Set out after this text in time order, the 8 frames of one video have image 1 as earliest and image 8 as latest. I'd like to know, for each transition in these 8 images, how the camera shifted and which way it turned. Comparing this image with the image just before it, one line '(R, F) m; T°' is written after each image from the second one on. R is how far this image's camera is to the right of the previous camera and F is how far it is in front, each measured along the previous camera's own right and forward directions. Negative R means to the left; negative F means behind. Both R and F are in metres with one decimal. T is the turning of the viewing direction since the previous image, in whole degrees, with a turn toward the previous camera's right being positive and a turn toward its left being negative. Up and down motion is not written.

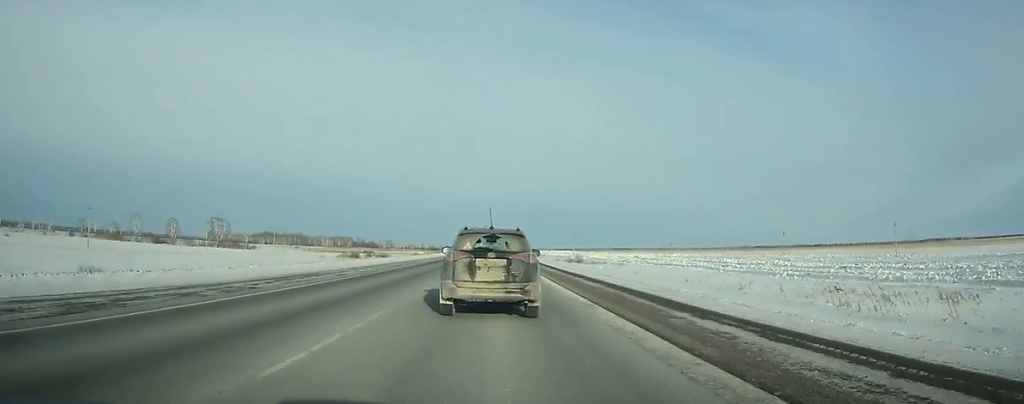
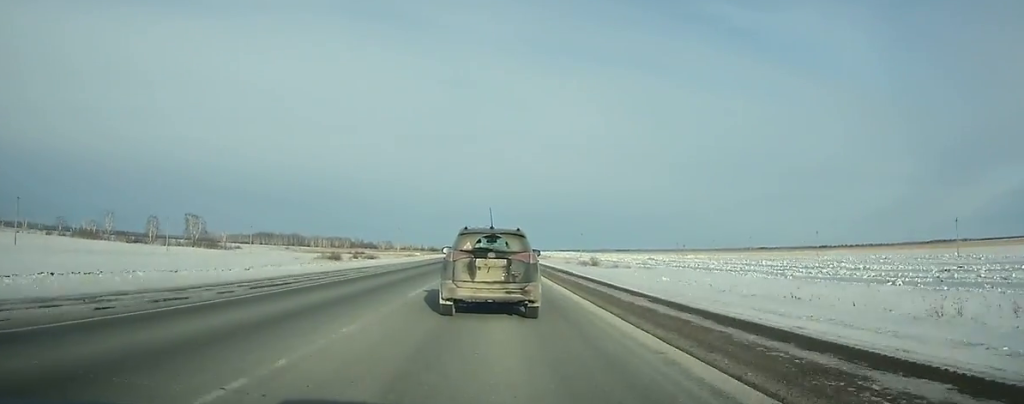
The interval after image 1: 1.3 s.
(0.0, +25.3) m; 0°
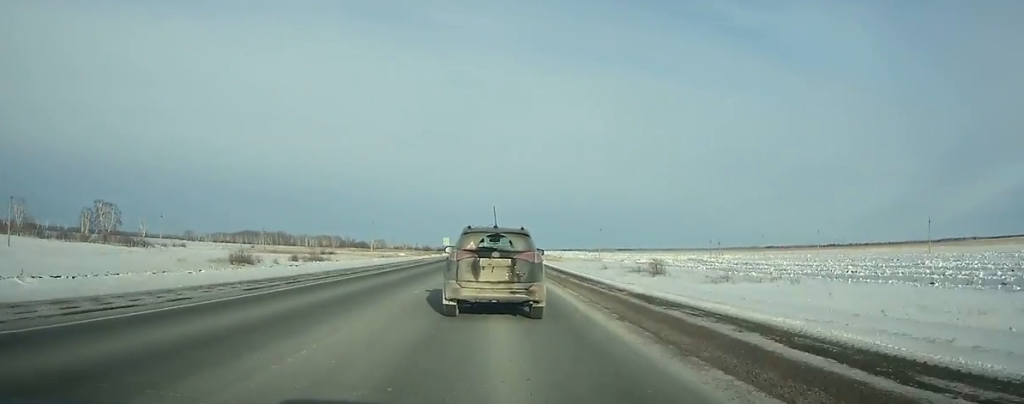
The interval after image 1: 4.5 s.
(0.0, +62.2) m; 0°
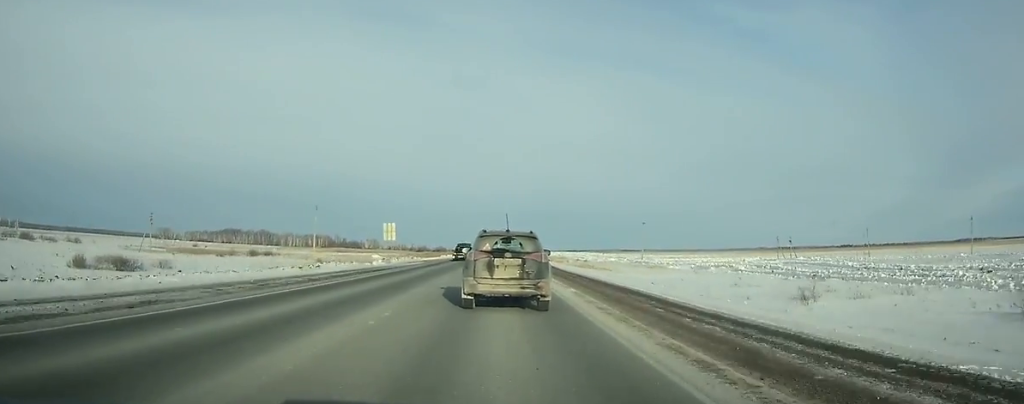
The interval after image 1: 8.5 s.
(+0.2, +79.2) m; 0°
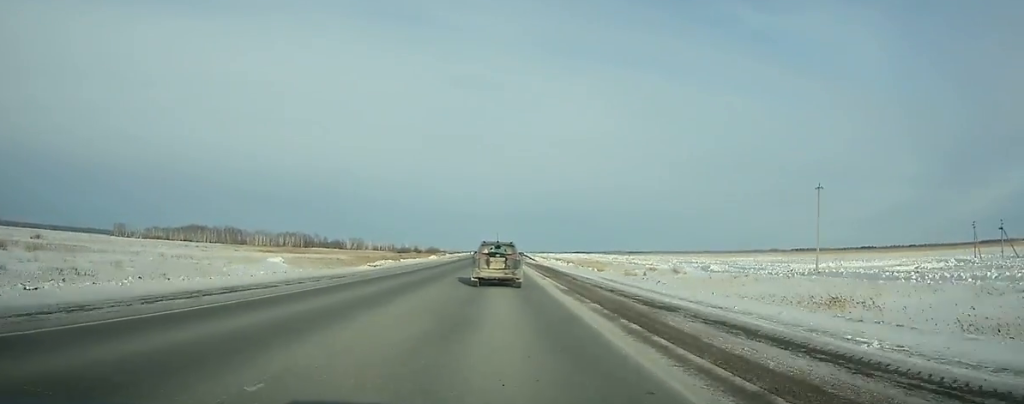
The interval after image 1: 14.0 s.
(+0.5, +116.2) m; 0°
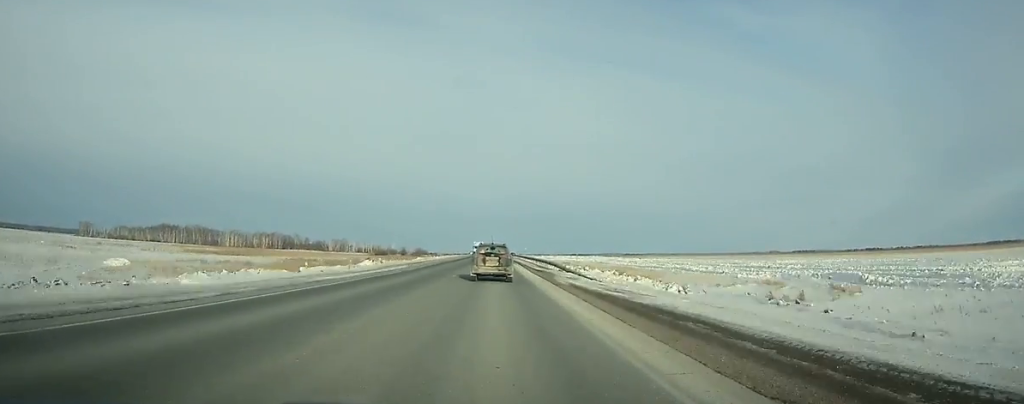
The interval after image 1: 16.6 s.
(-0.1, +59.2) m; 0°
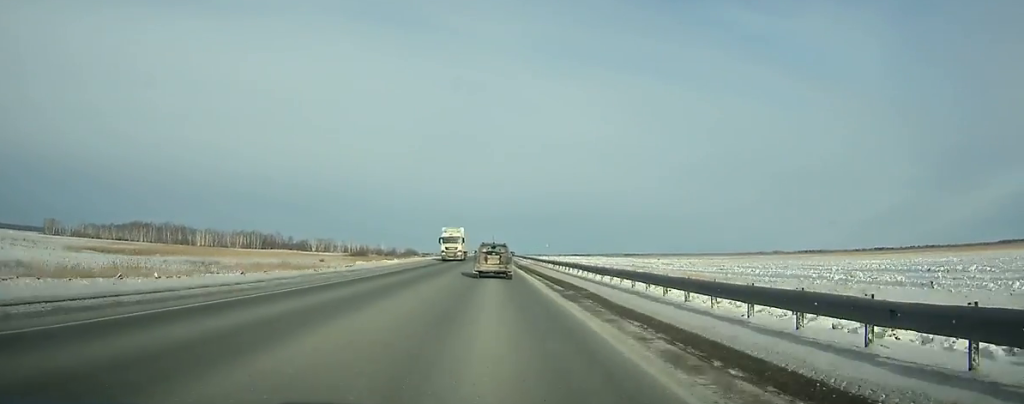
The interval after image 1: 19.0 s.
(+0.1, +57.0) m; 0°
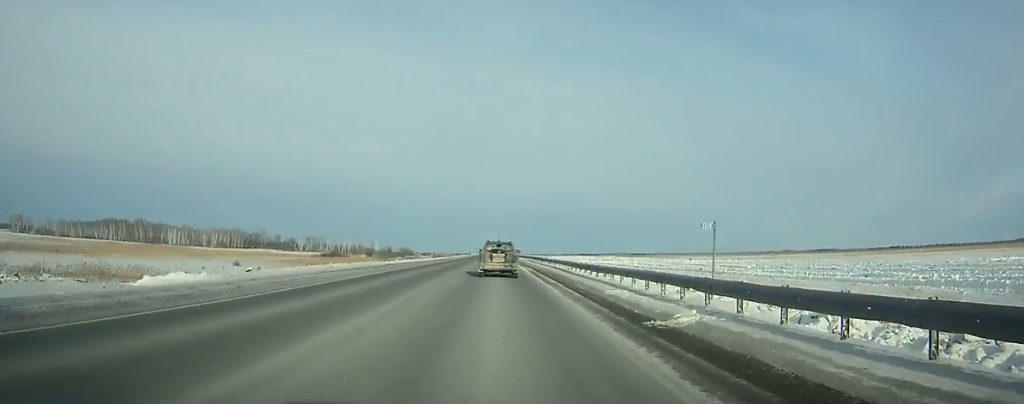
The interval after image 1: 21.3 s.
(-0.4, +56.9) m; 0°
